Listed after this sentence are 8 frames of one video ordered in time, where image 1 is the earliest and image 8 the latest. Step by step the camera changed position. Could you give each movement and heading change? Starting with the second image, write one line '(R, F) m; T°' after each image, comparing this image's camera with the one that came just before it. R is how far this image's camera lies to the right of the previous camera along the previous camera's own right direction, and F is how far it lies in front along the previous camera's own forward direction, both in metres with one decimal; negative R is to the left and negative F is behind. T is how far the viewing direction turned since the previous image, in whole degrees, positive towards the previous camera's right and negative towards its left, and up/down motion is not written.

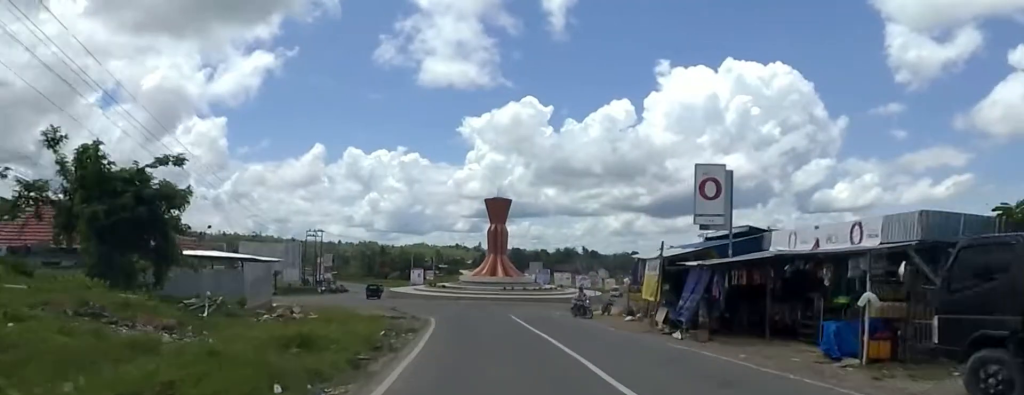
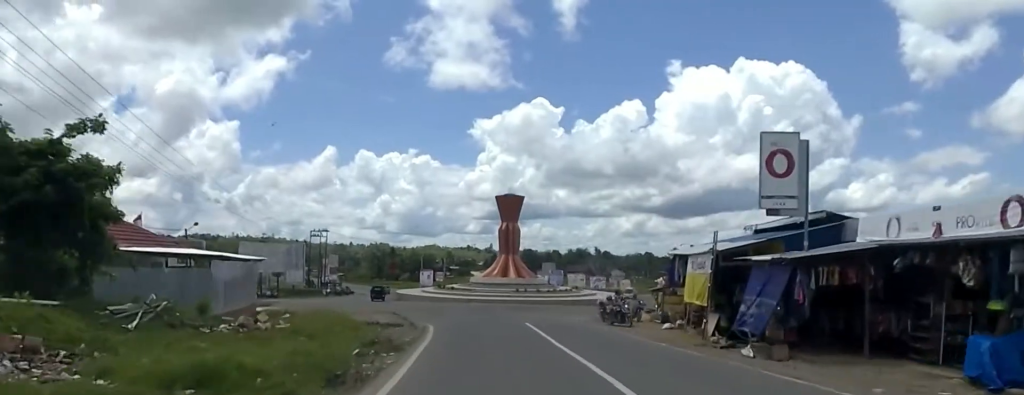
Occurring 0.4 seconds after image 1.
(-0.1, +4.4) m; +1°
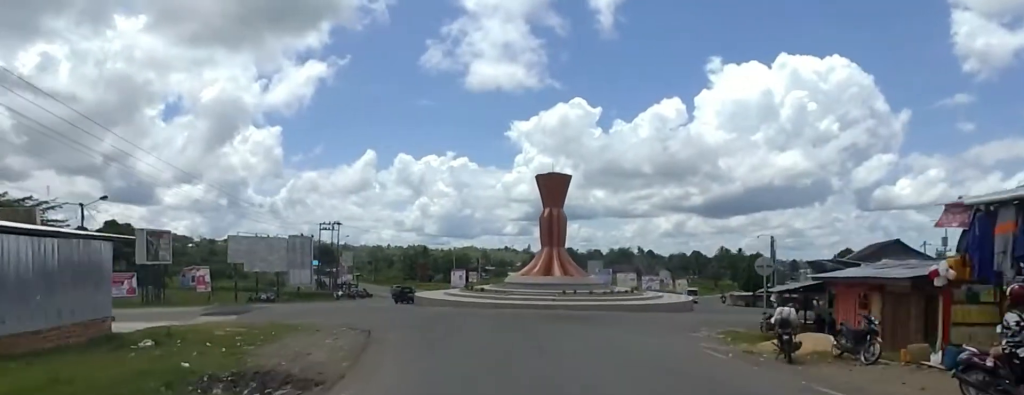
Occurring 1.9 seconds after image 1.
(-0.6, +14.6) m; -6°
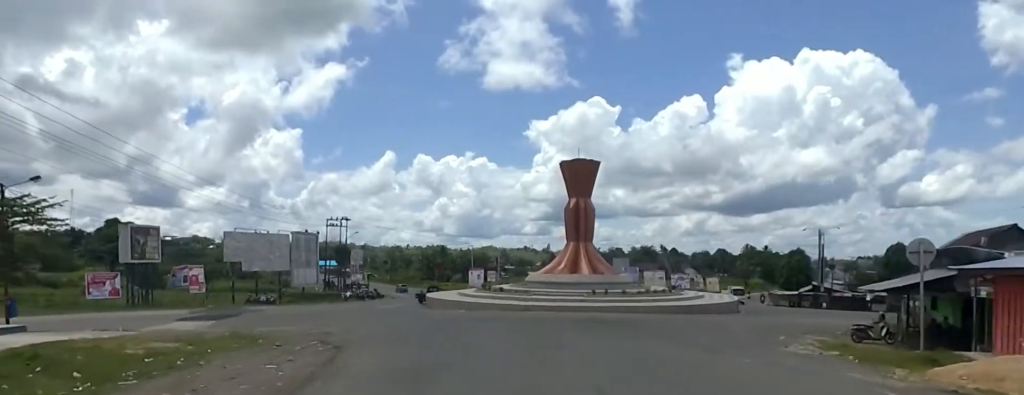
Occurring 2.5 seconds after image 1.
(-0.7, +6.3) m; -1°
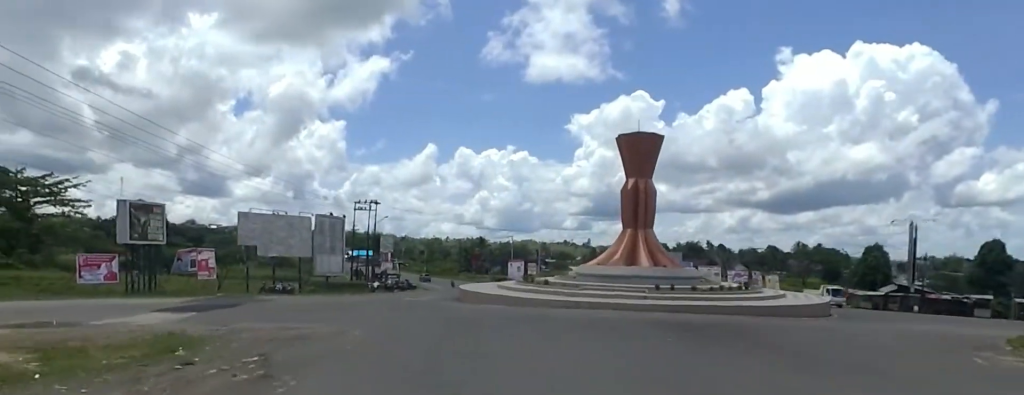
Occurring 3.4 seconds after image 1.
(+1.2, +7.5) m; -8°
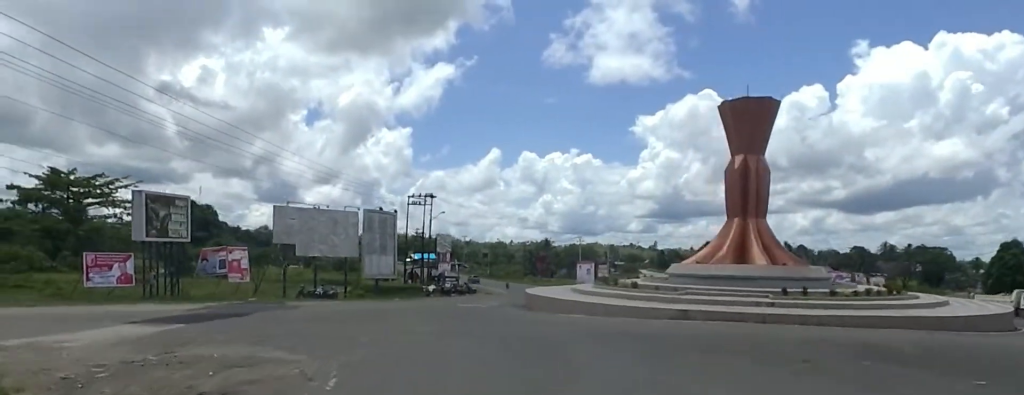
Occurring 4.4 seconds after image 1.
(-2.4, +7.7) m; -10°
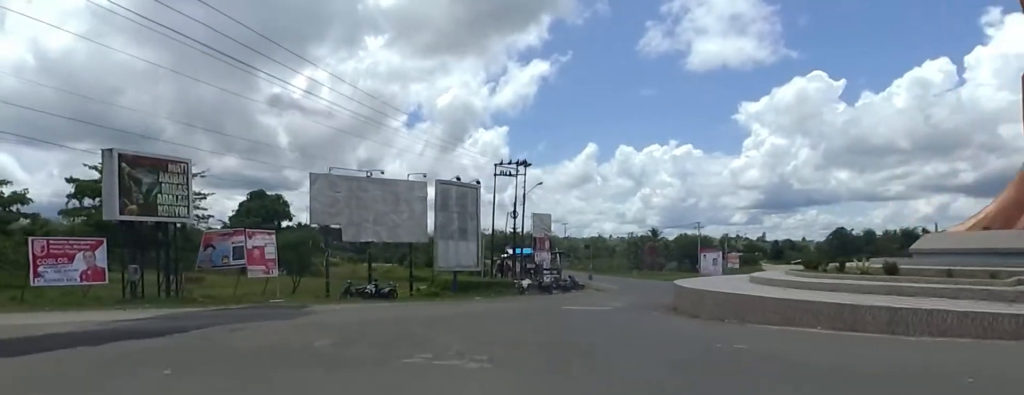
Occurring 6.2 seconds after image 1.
(+2.0, +14.6) m; +9°
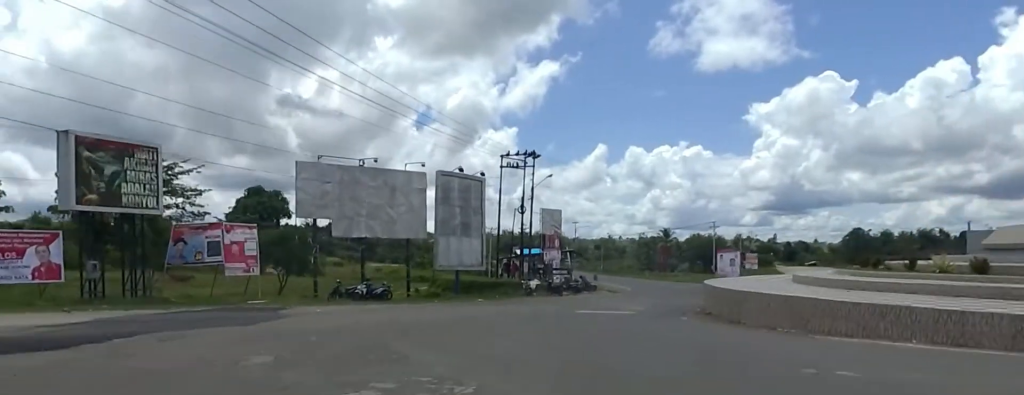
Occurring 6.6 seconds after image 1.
(0.0, +3.5) m; -2°
